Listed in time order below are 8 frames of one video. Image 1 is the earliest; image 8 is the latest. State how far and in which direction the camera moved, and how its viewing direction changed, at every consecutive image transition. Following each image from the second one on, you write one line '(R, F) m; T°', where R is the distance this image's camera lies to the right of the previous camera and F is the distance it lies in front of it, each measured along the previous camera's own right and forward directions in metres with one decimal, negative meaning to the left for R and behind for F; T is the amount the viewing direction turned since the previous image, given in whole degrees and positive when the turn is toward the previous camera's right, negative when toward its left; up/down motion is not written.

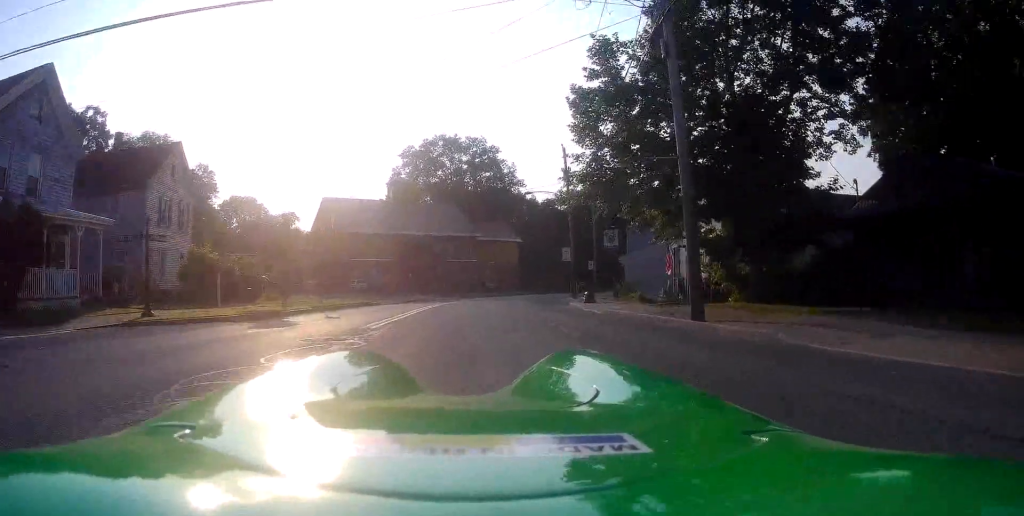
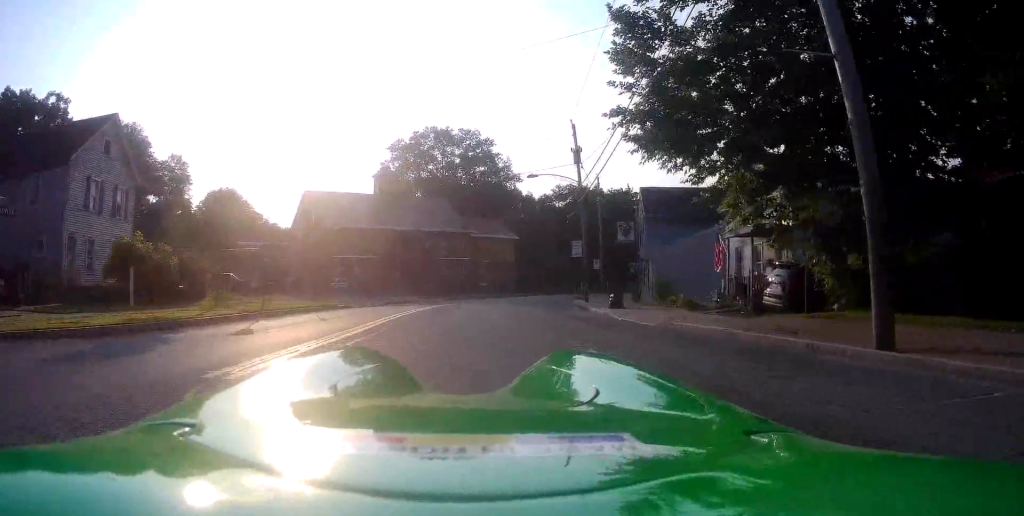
(+0.2, +7.3) m; -3°
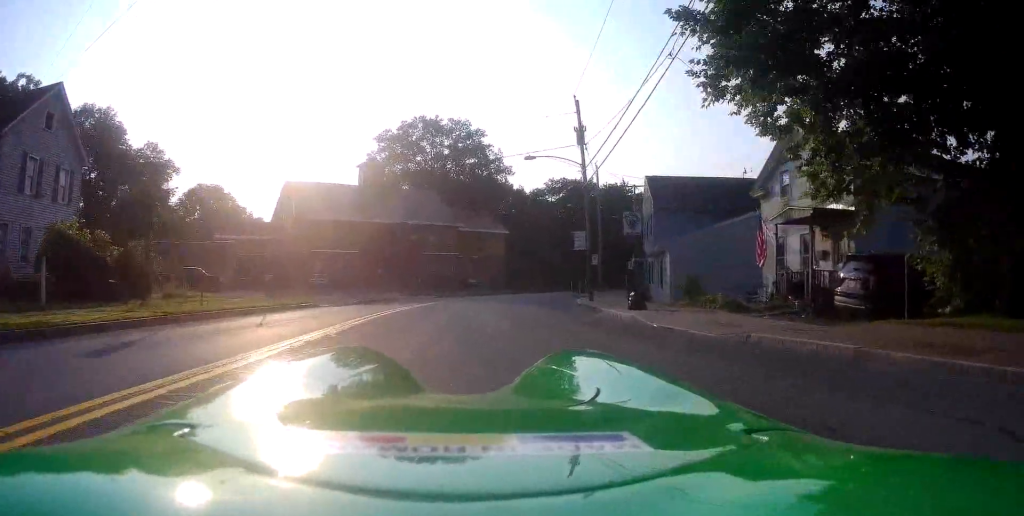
(-0.4, +4.6) m; -3°
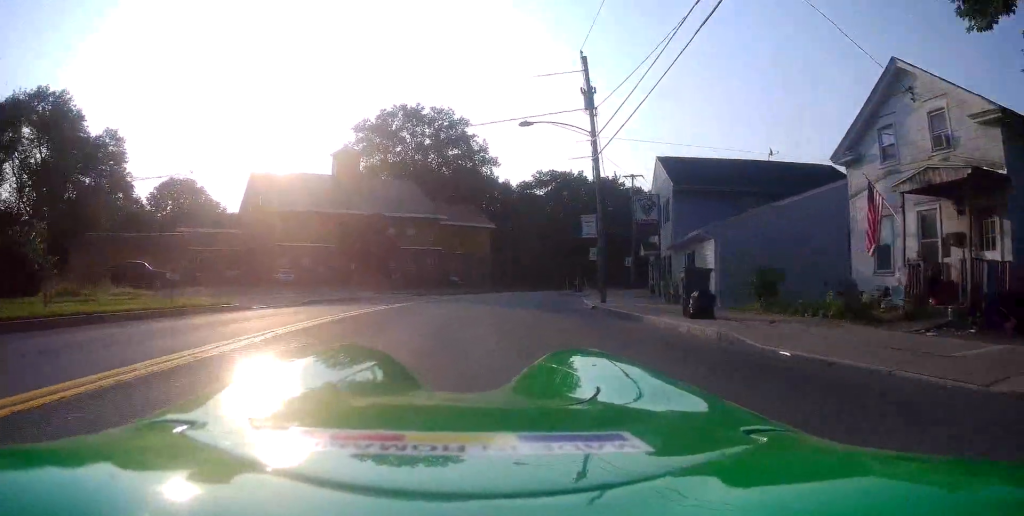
(-0.3, +7.1) m; -2°
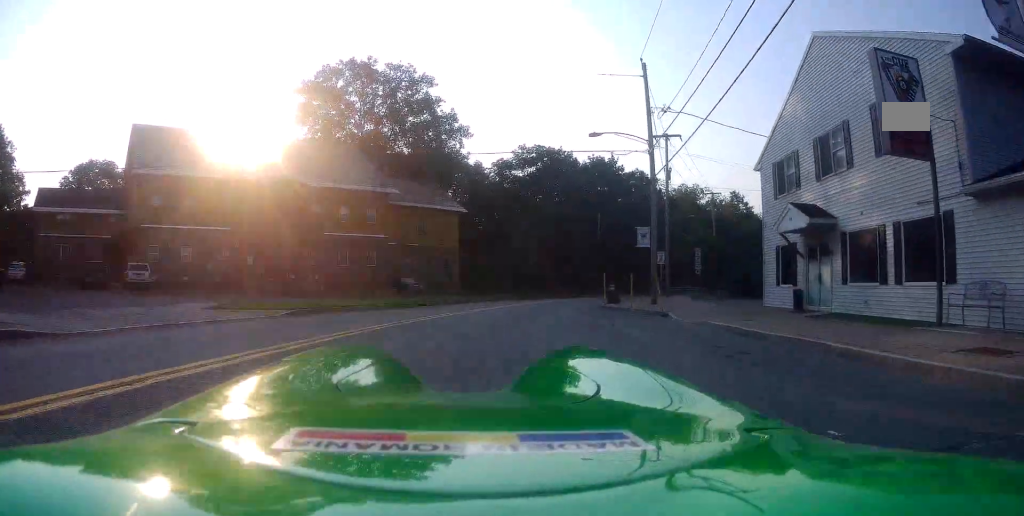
(+0.6, +22.6) m; +9°
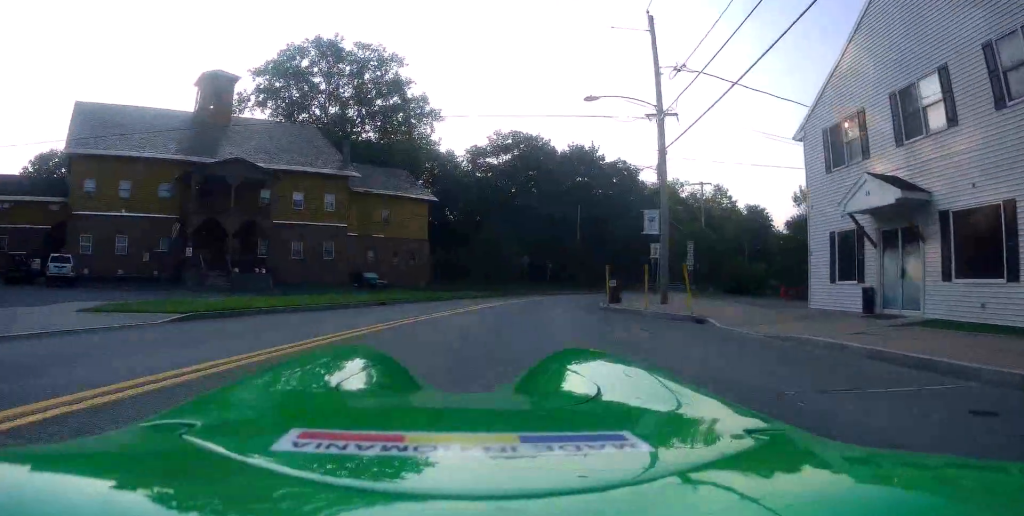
(+0.2, +5.6) m; +6°
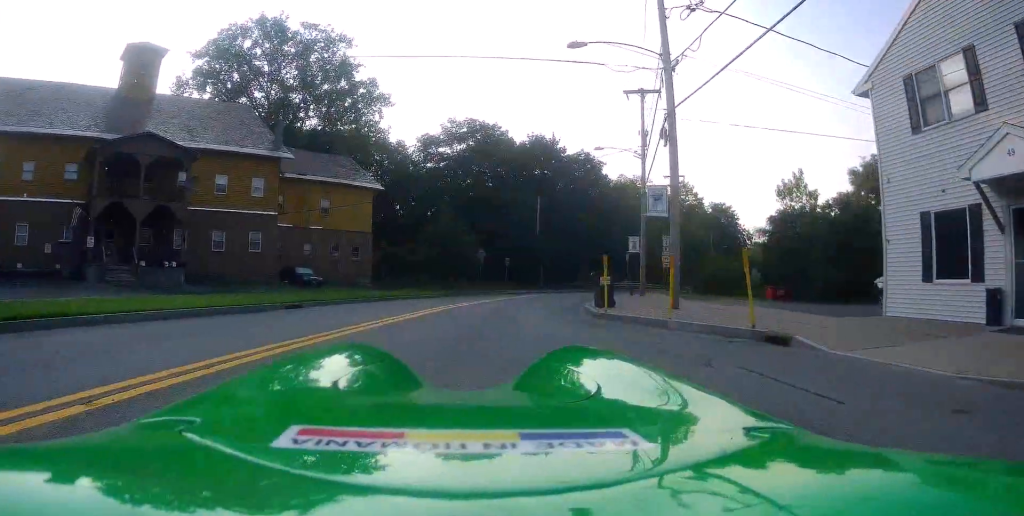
(+0.4, +6.1) m; +6°
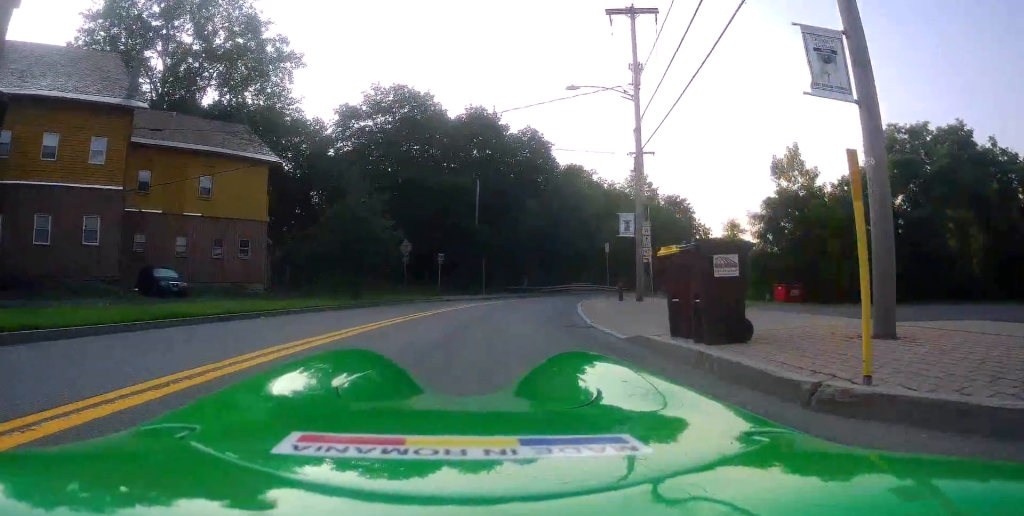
(+1.0, +12.5) m; +11°
